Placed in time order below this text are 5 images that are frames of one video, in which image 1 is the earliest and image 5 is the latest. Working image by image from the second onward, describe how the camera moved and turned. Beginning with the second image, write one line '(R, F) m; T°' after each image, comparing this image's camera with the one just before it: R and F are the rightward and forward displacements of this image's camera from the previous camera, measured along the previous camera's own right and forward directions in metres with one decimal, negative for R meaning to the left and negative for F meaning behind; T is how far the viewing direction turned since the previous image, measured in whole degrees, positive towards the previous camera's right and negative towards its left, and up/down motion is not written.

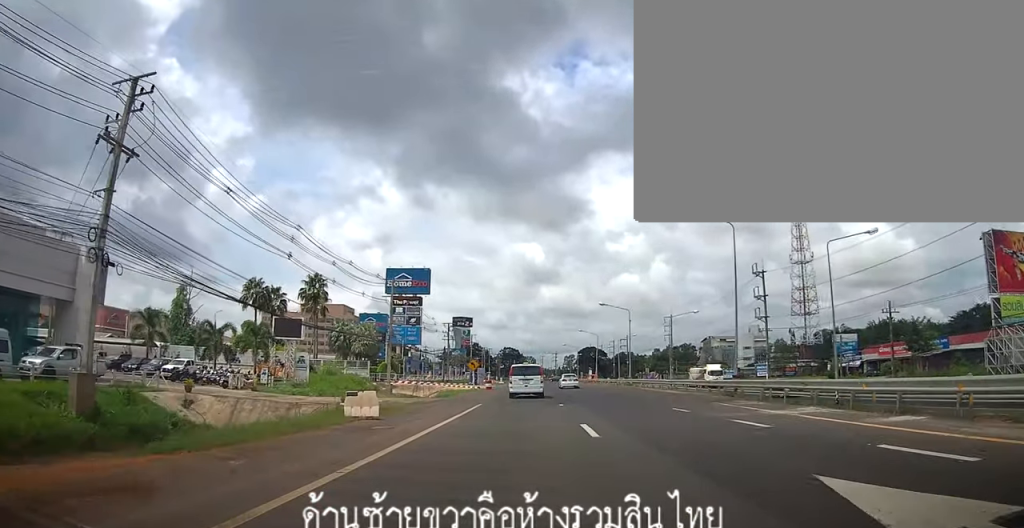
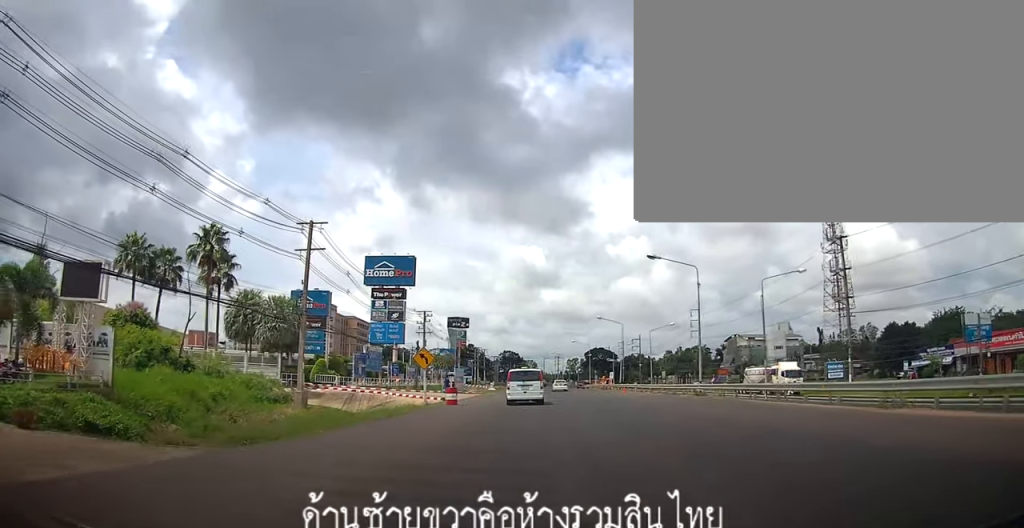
(+1.0, +26.1) m; +1°
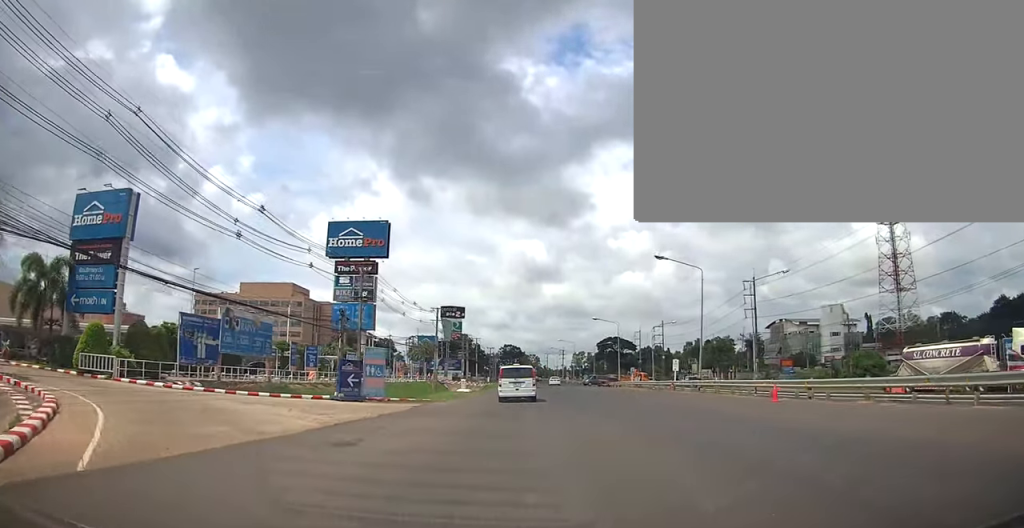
(-1.5, +34.9) m; -2°
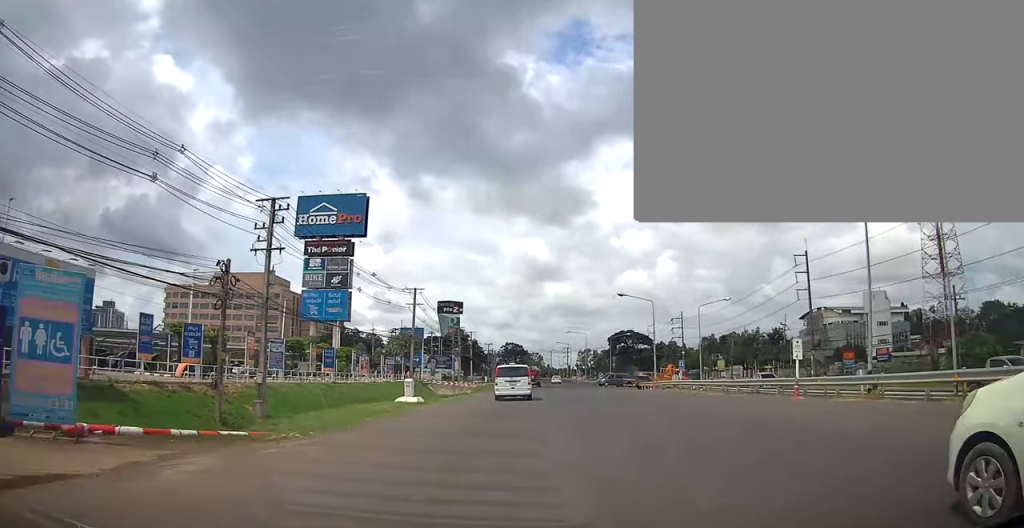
(-0.1, +20.9) m; 0°
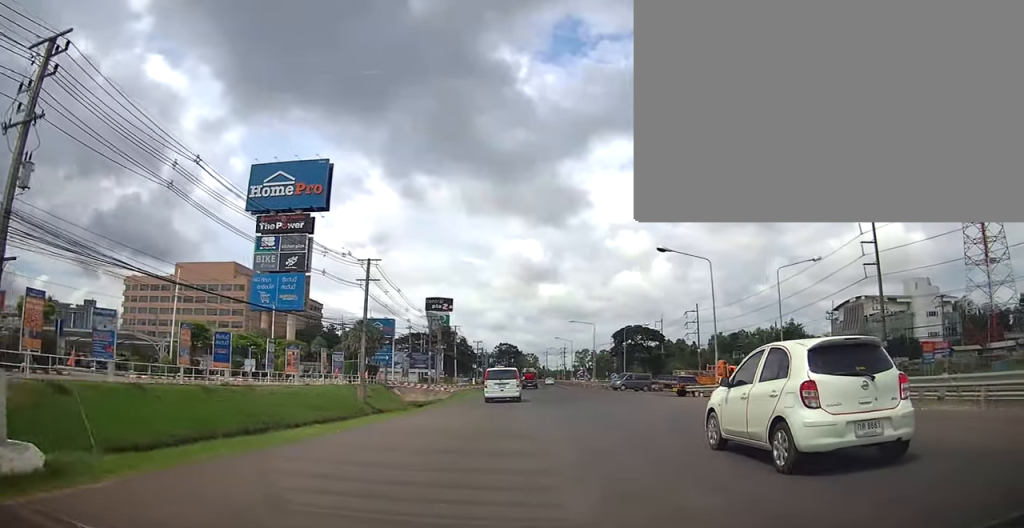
(0.0, +19.8) m; 0°
